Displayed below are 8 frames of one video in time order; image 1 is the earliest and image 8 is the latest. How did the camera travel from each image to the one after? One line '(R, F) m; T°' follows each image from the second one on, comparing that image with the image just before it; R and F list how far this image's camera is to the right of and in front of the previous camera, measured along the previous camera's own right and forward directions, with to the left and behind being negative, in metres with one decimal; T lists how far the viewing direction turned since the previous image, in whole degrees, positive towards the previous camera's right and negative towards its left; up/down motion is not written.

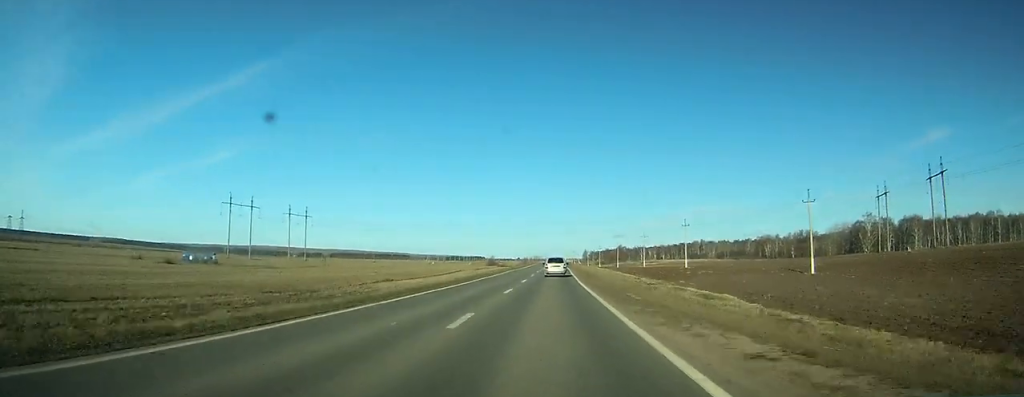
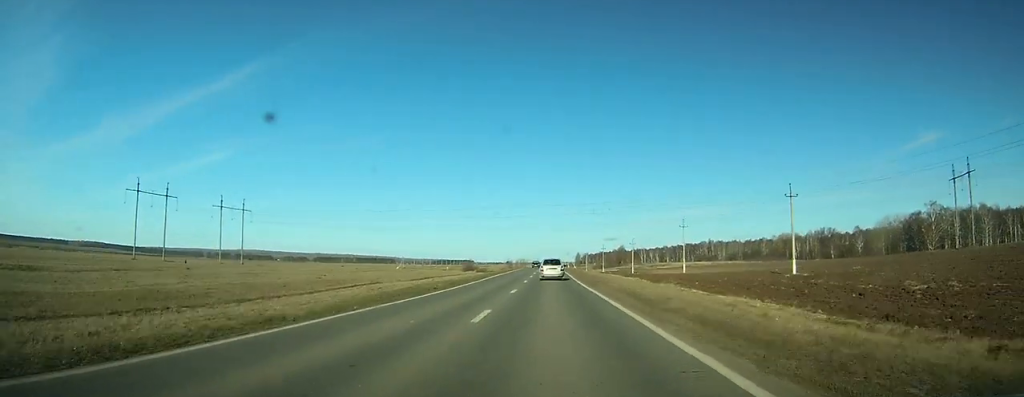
(+0.9, +55.9) m; +1°
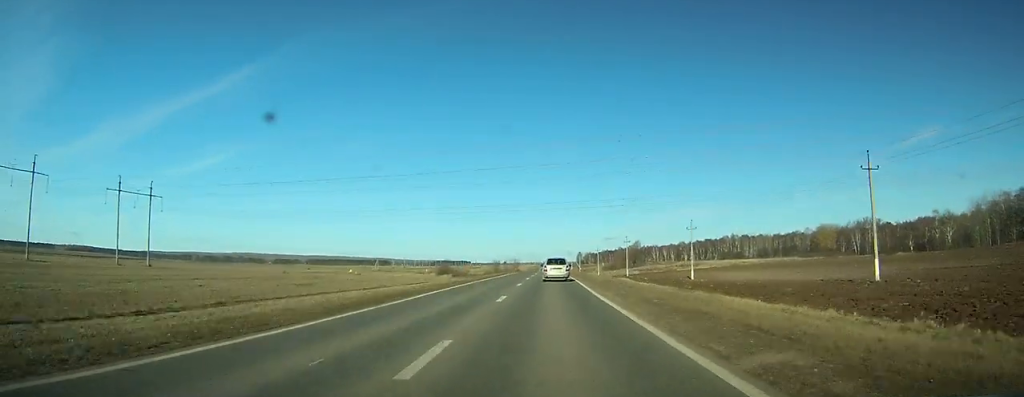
(+0.4, +68.4) m; 0°
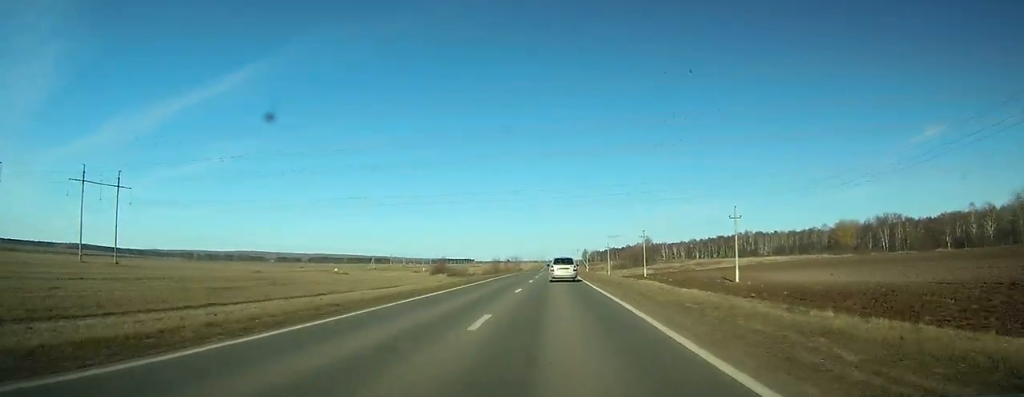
(0.0, +21.2) m; 0°
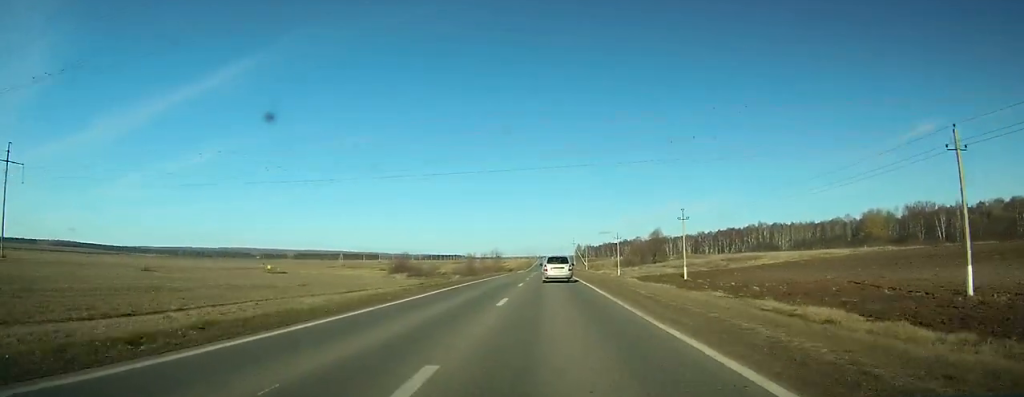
(0.0, +44.6) m; 0°
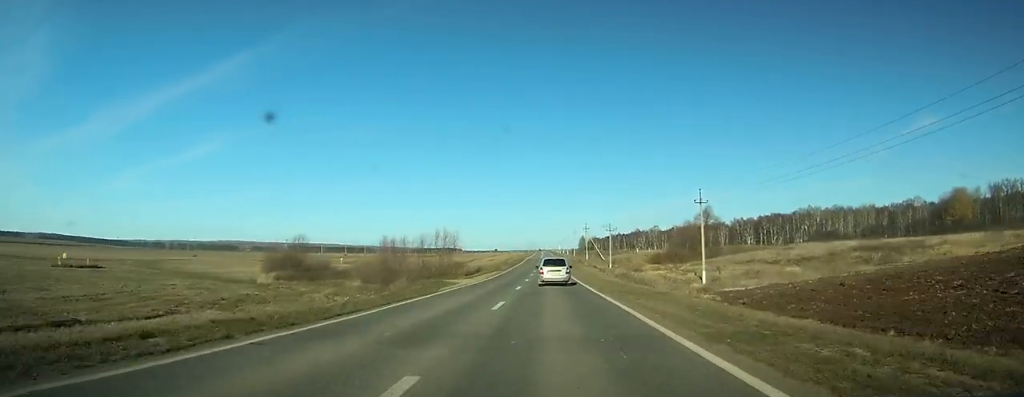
(-0.1, +72.9) m; 0°
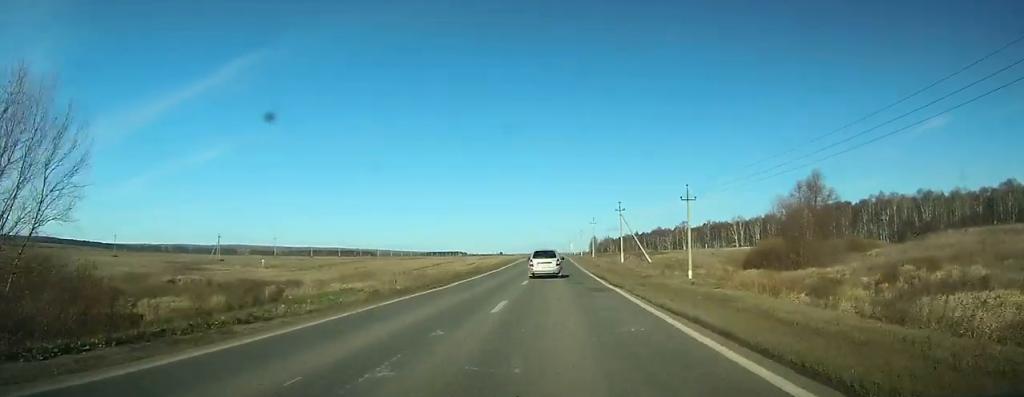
(-0.1, +64.6) m; 0°
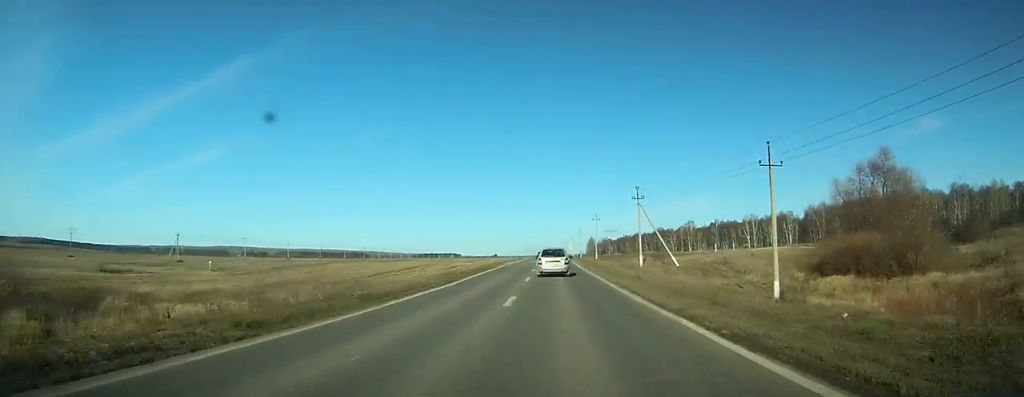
(0.0, +22.7) m; 0°
